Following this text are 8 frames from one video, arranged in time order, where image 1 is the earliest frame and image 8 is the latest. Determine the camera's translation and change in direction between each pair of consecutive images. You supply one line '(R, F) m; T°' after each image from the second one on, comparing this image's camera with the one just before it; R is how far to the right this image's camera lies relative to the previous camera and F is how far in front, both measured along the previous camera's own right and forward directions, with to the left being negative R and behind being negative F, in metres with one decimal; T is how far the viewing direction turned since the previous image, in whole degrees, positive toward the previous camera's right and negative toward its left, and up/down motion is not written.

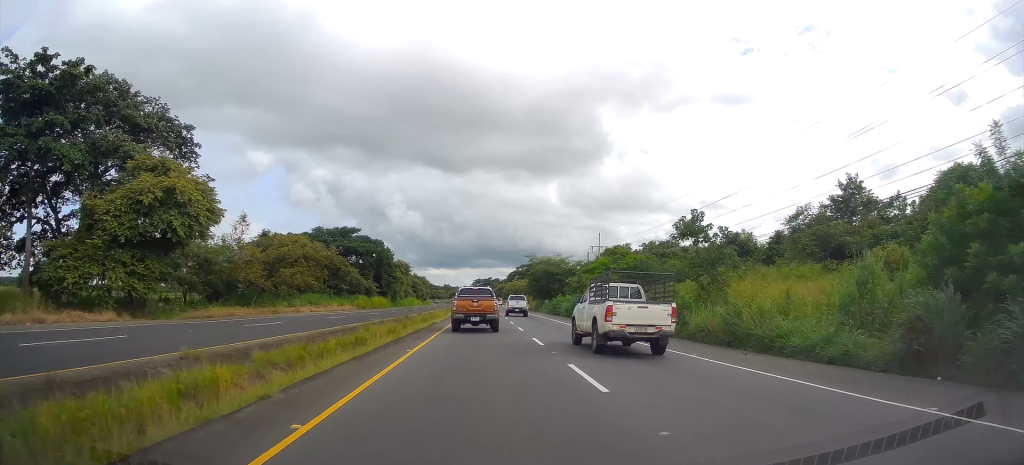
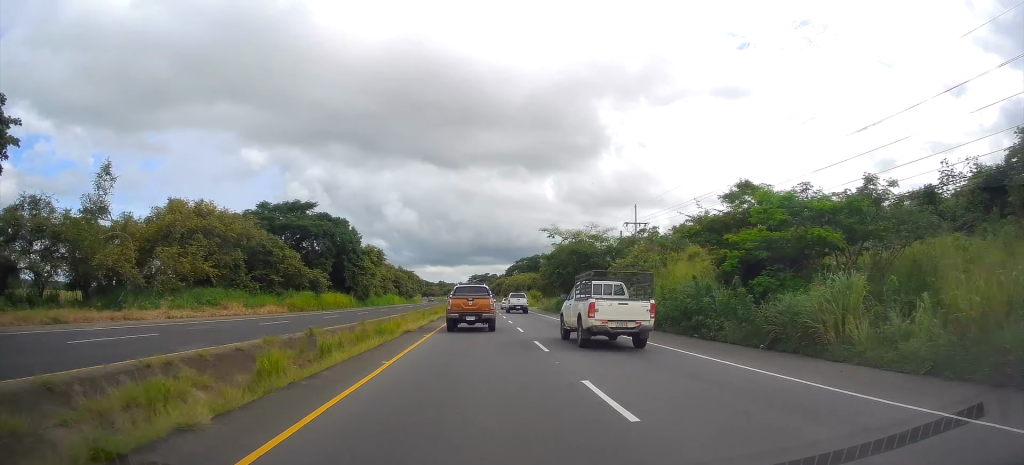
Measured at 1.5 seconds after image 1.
(+0.1, +28.0) m; 0°
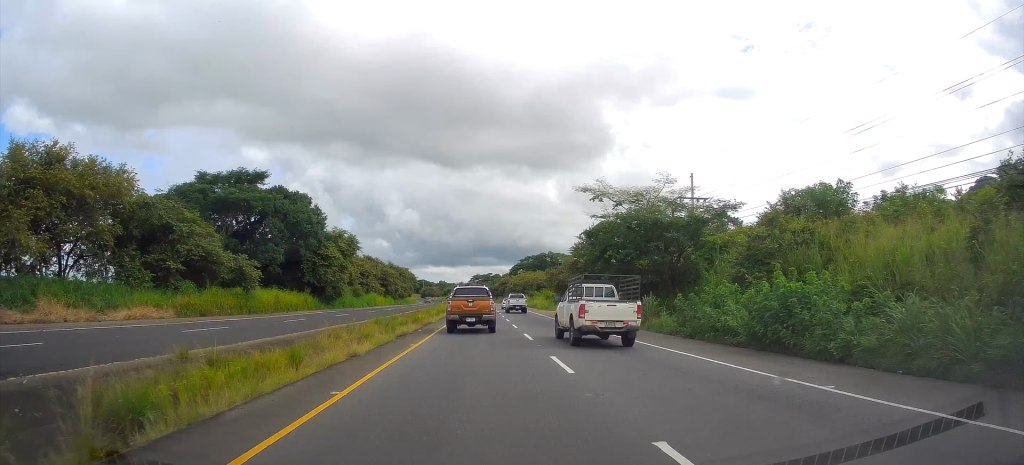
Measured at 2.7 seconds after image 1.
(-0.3, +21.0) m; 0°
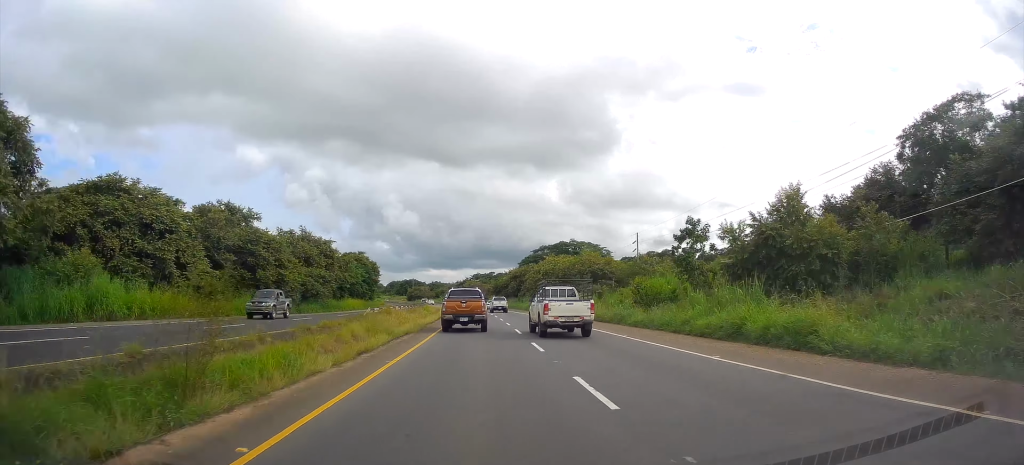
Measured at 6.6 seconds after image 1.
(+0.1, +69.7) m; -1°
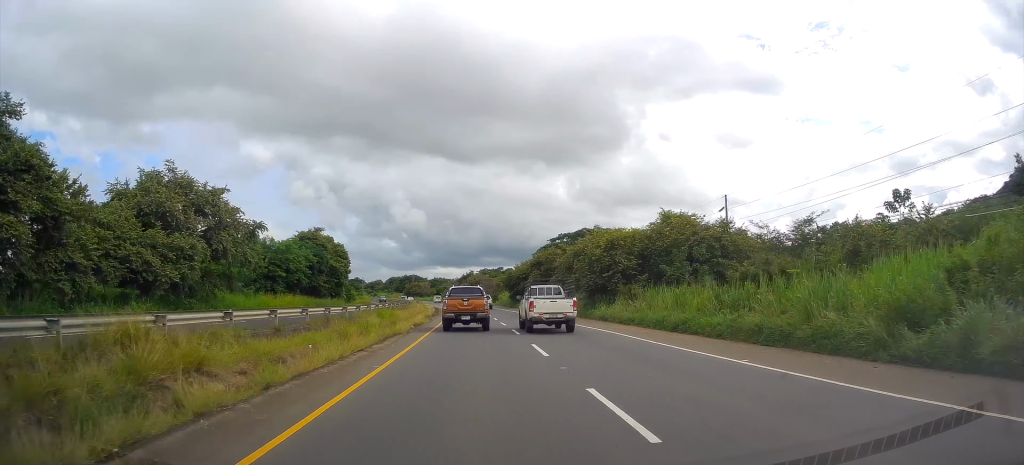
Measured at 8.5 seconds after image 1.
(-0.2, +34.4) m; 0°
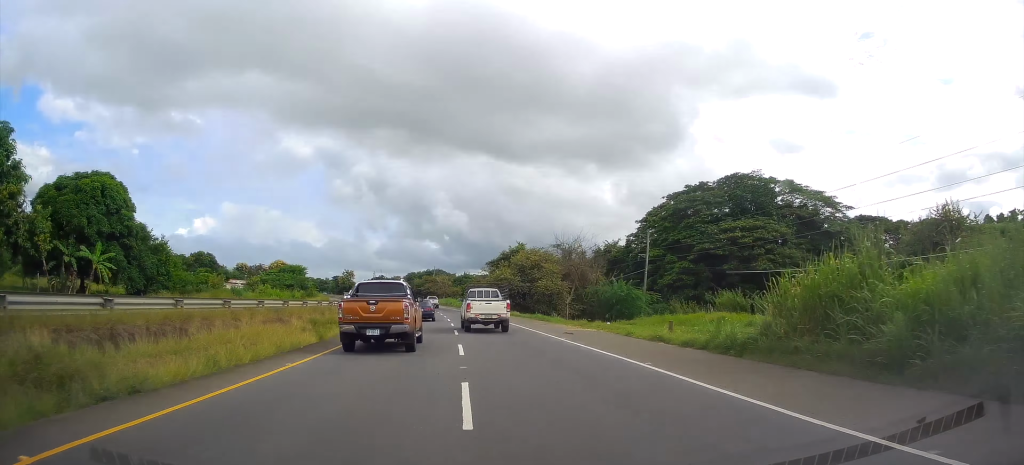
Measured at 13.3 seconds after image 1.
(-2.4, +88.3) m; -4°
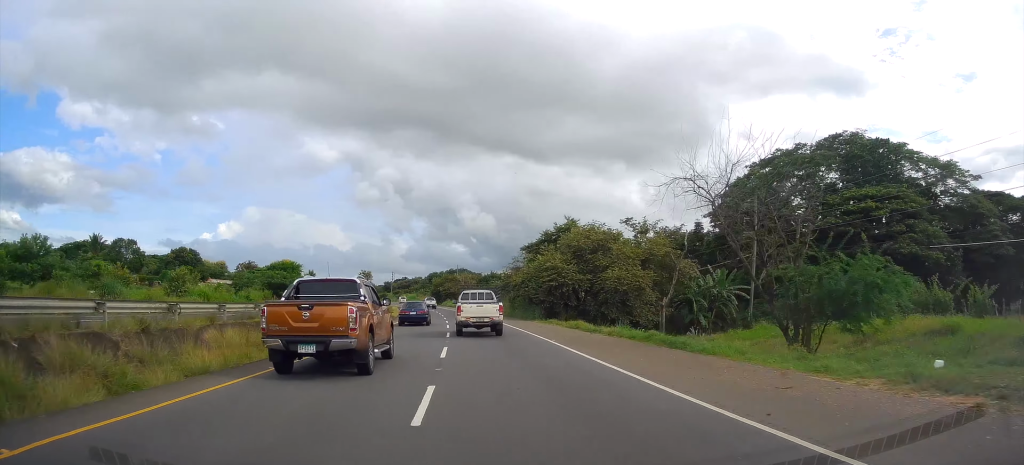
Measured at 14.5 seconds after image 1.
(-0.3, +24.0) m; -2°
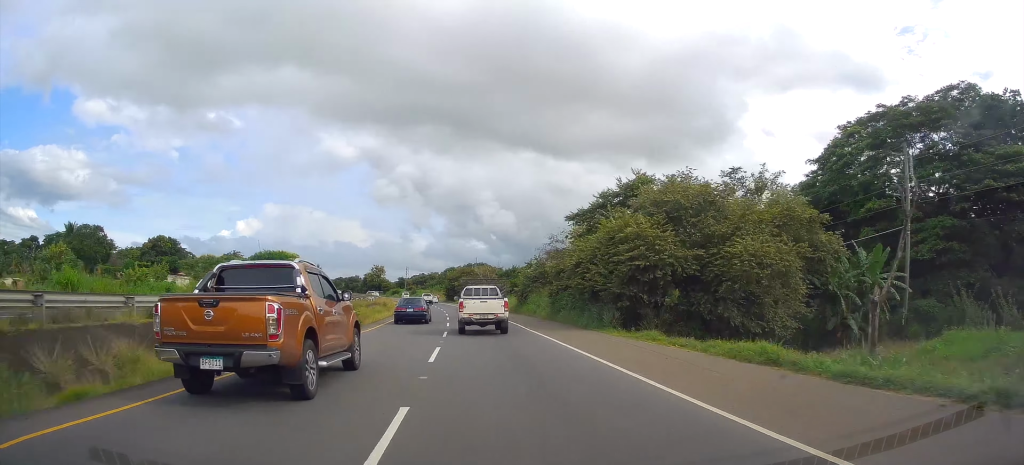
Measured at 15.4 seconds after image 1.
(+0.1, +17.6) m; -1°
